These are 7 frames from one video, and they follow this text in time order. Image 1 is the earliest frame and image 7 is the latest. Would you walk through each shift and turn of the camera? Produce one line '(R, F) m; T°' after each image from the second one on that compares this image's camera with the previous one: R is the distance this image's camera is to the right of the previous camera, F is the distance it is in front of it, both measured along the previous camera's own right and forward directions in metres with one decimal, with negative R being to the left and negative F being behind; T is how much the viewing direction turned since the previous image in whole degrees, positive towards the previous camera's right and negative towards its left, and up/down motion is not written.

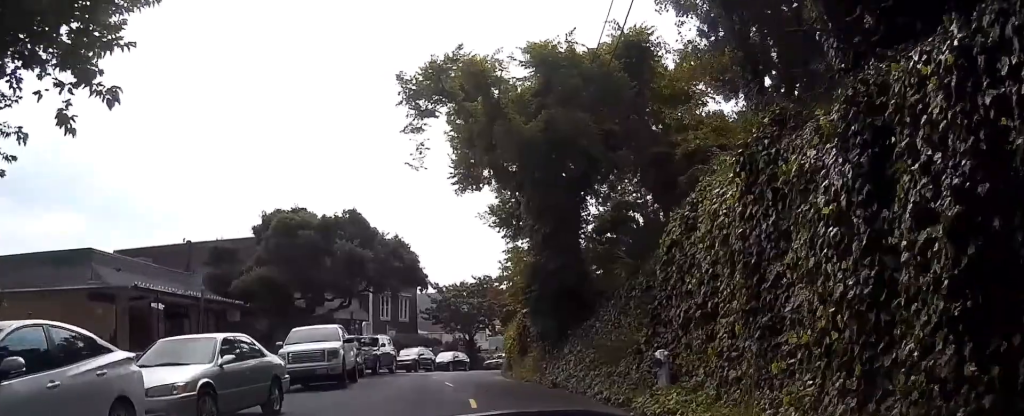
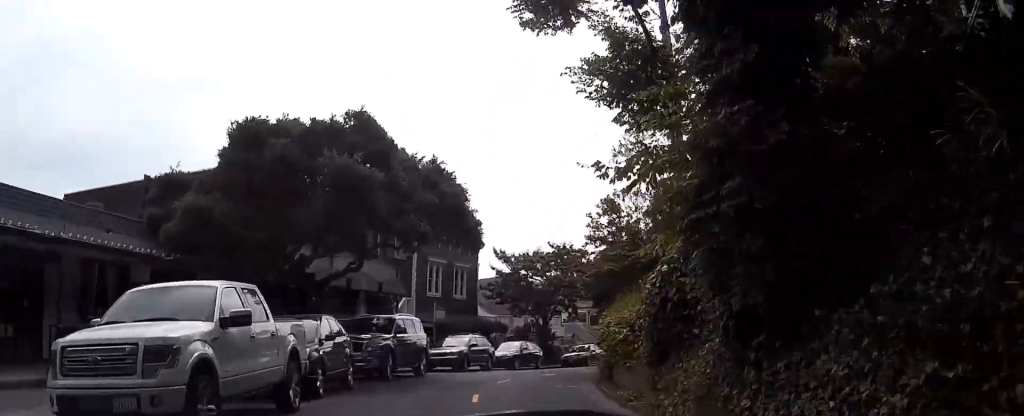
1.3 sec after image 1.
(-0.2, +15.1) m; -5°
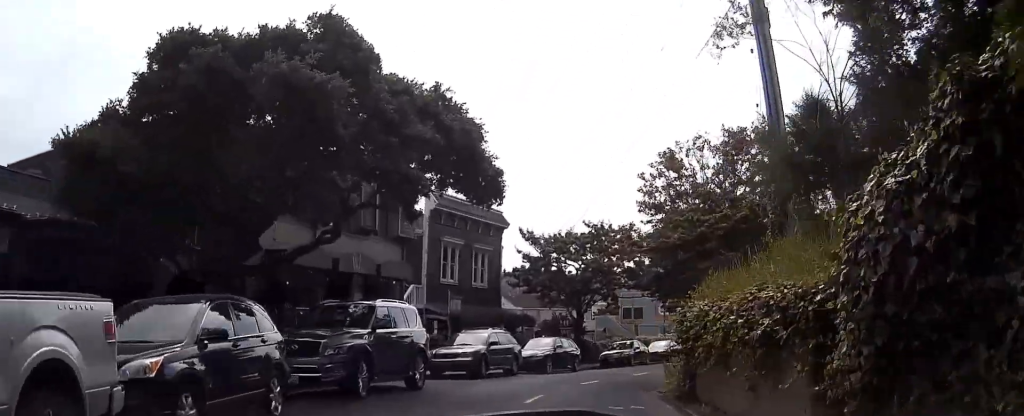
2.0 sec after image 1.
(-0.5, +7.5) m; -4°
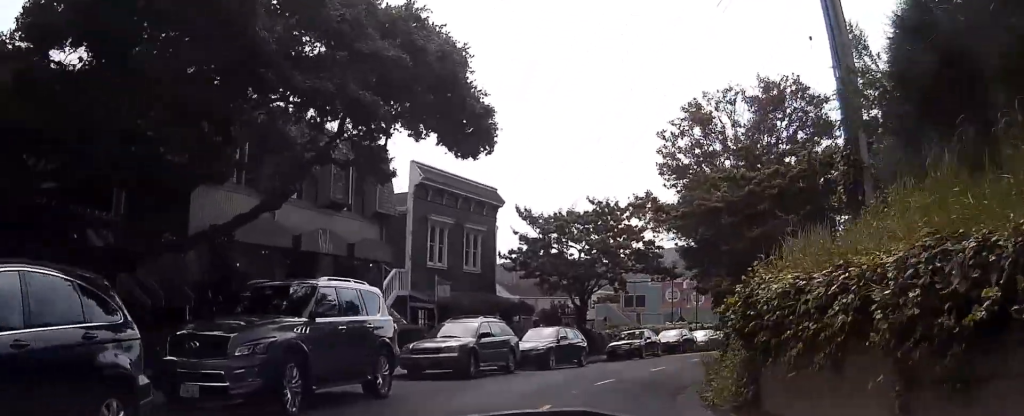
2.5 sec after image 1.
(-0.1, +4.5) m; -1°
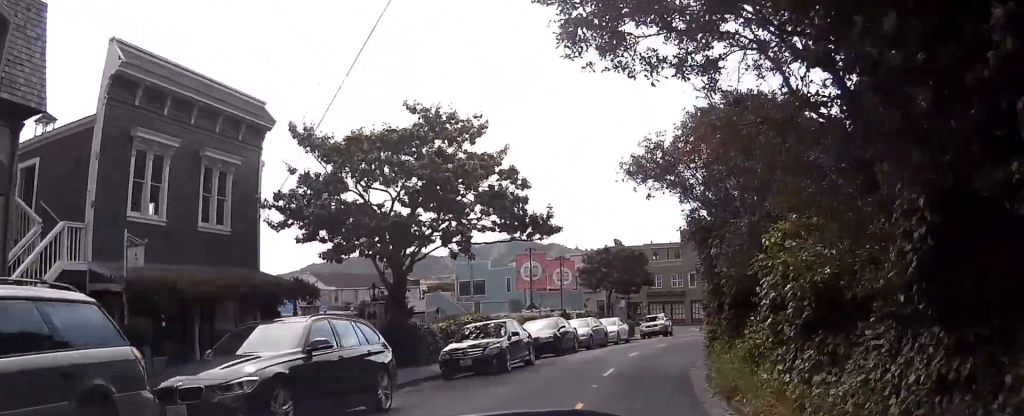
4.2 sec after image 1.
(+0.4, +16.3) m; +10°
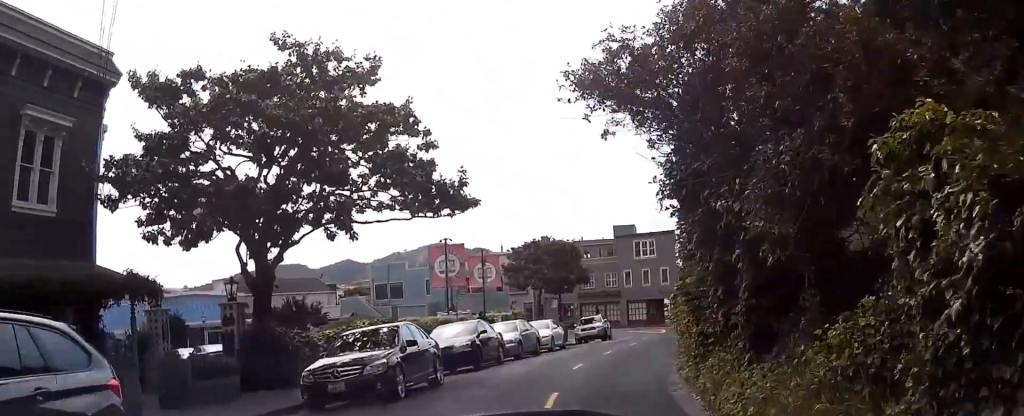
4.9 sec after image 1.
(+0.6, +6.1) m; +7°
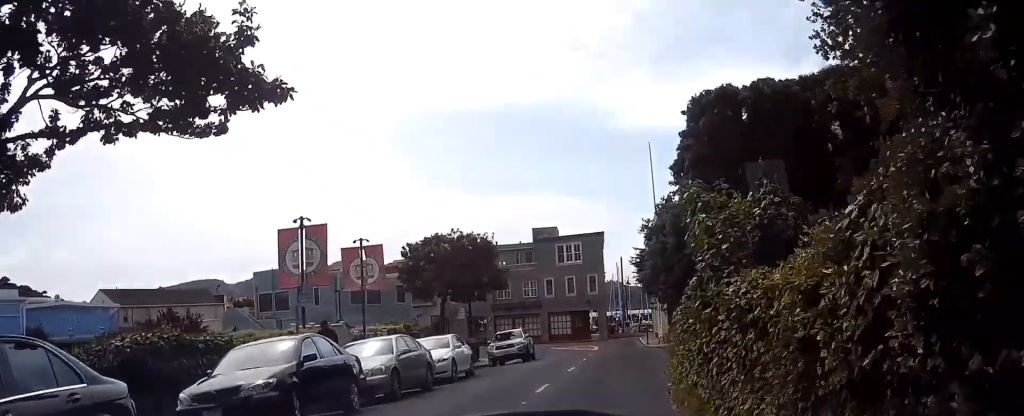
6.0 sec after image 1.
(+0.9, +10.0) m; +8°
